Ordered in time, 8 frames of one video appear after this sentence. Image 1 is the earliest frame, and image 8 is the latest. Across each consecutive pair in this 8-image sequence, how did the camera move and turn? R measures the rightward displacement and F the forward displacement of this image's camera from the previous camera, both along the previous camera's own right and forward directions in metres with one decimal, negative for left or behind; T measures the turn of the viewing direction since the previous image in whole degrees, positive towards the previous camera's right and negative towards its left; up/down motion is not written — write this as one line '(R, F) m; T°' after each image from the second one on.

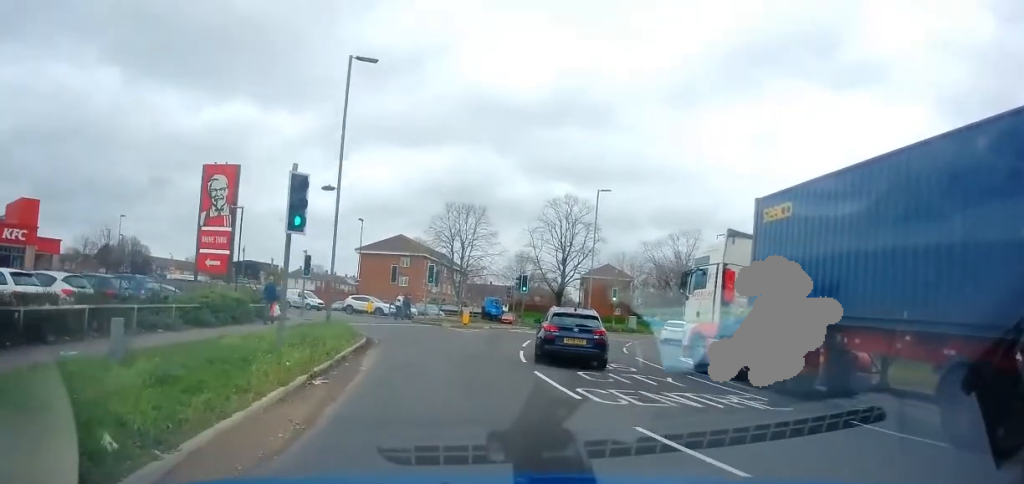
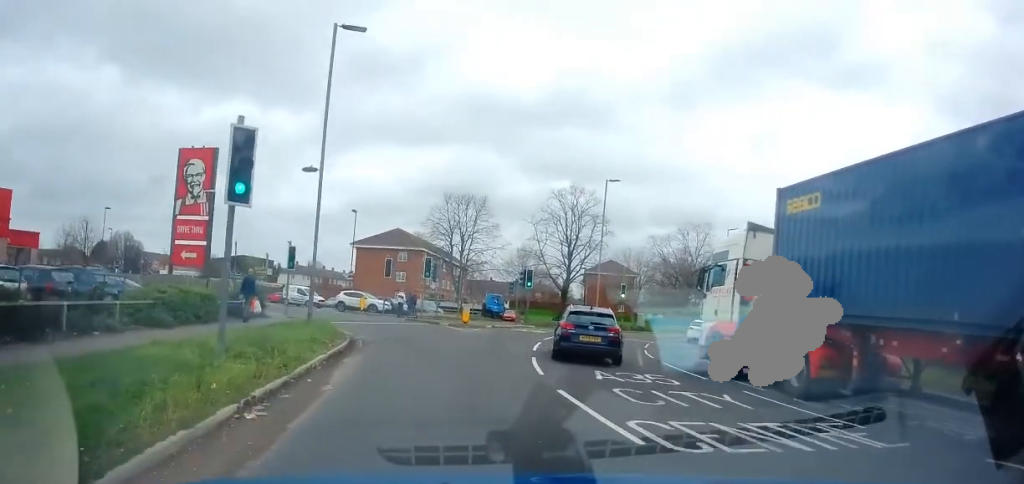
(-0.1, +3.0) m; 0°
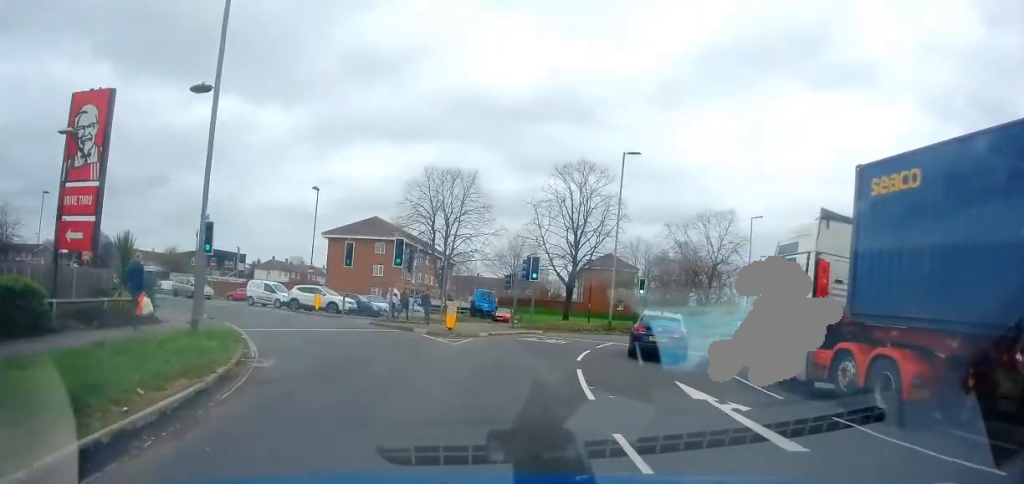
(+0.2, +9.4) m; +2°
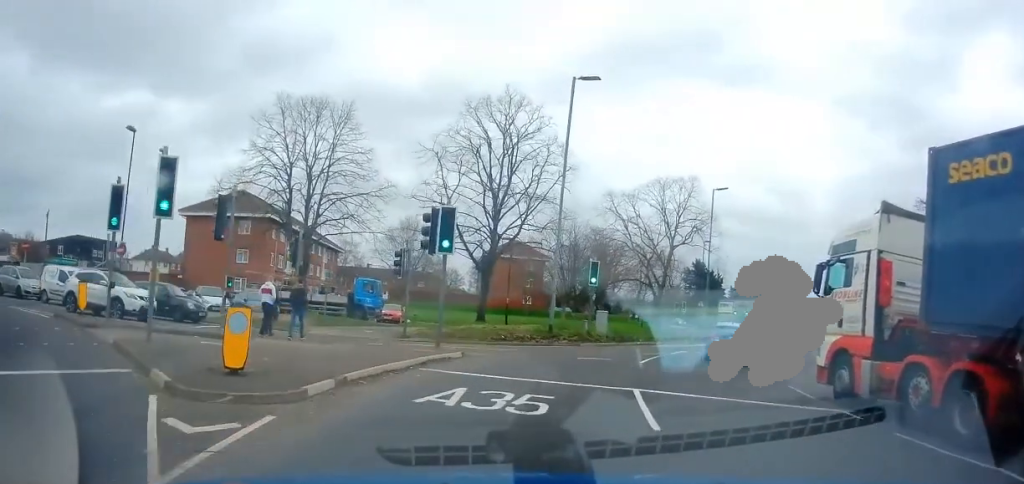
(+0.5, +13.7) m; +11°
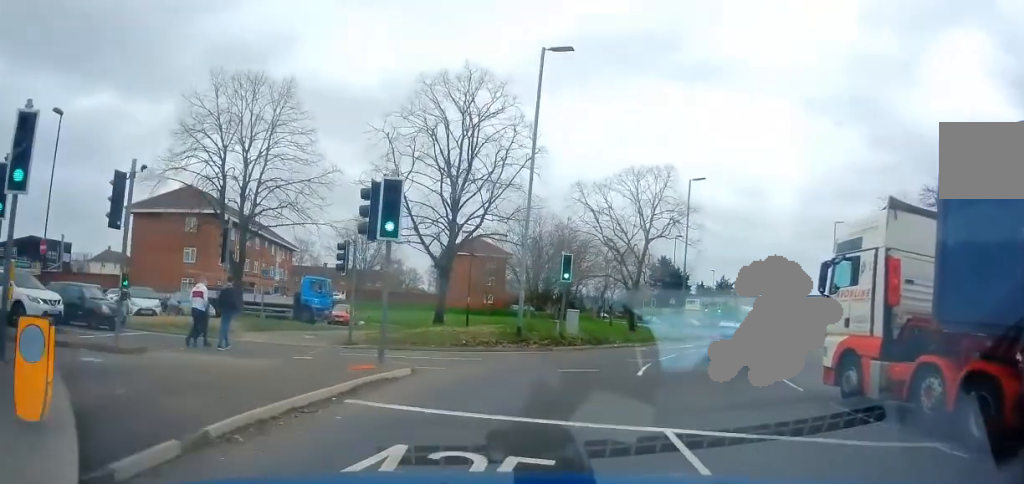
(+0.4, +3.5) m; +4°
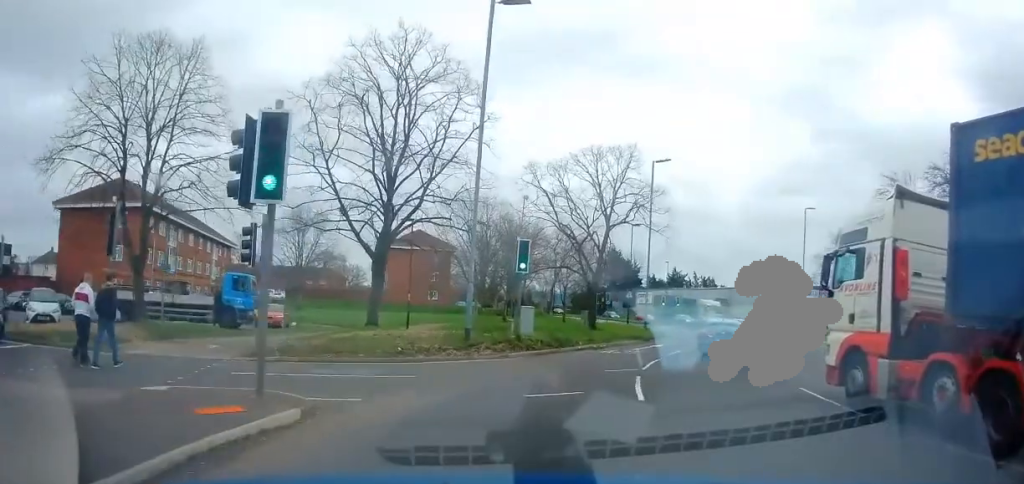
(+0.3, +4.1) m; +4°
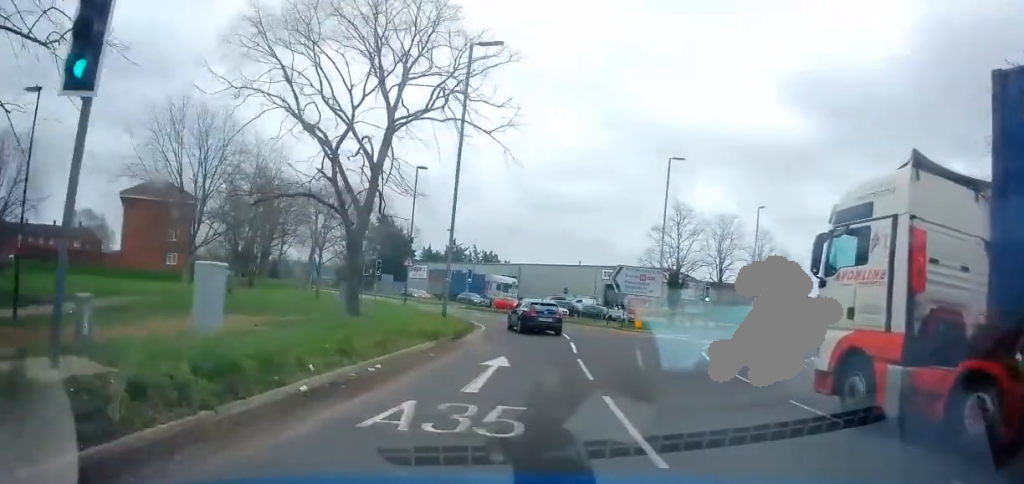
(+2.3, +17.1) m; +19°
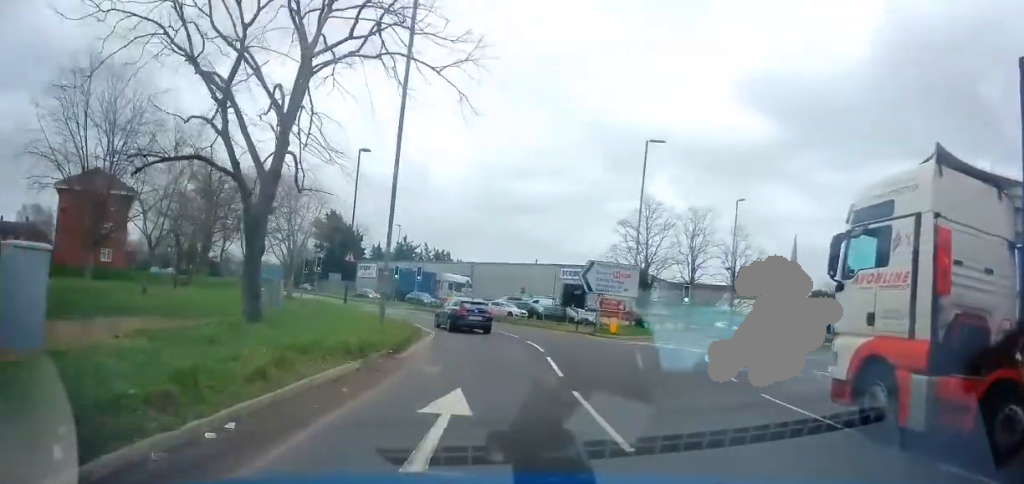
(+0.4, +5.1) m; +5°
